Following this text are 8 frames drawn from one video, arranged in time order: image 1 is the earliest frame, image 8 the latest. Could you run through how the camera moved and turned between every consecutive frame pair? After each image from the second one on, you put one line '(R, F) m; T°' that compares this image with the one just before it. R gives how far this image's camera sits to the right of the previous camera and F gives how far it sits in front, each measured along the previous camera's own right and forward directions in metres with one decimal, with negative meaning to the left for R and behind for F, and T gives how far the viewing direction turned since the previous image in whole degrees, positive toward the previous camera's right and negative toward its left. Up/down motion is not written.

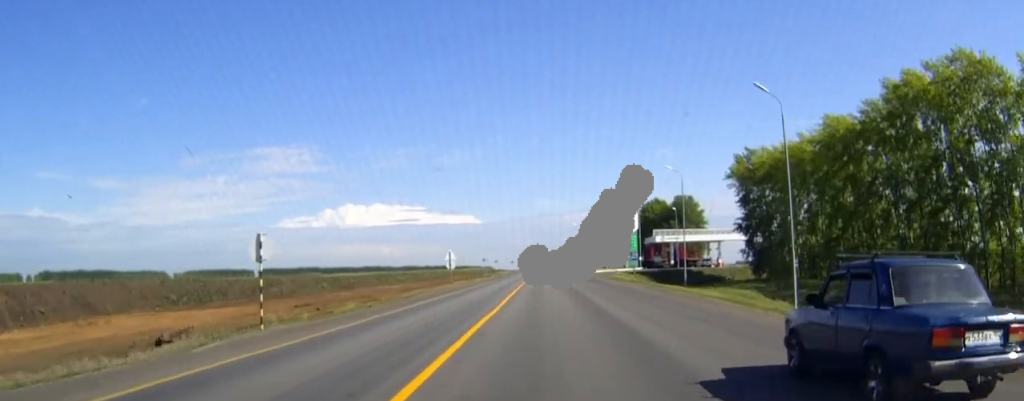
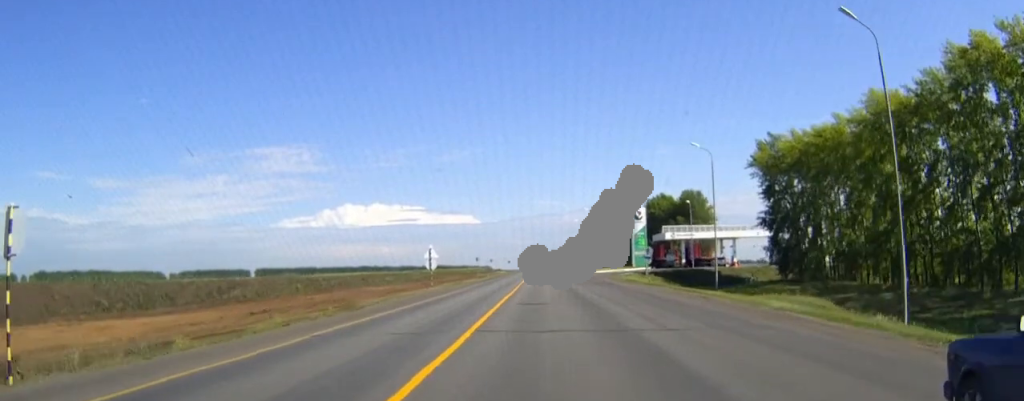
(0.0, +11.8) m; 0°
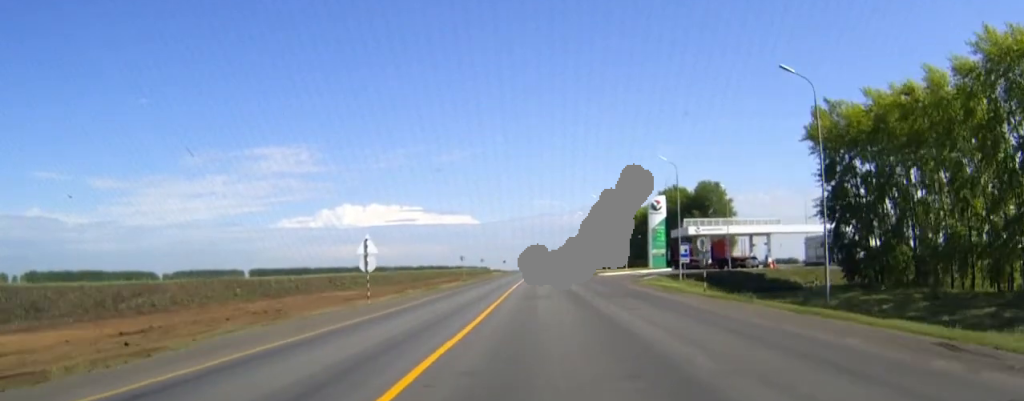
(0.0, +20.7) m; 0°
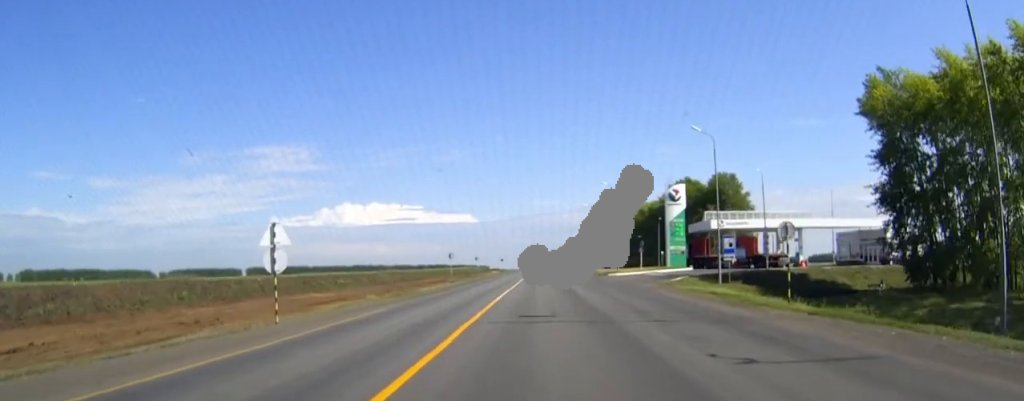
(0.0, +13.4) m; 0°
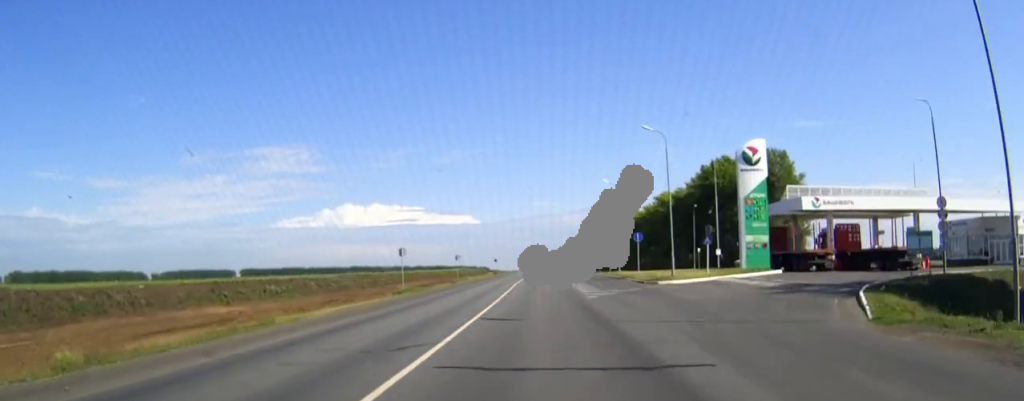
(-0.1, +31.5) m; 0°
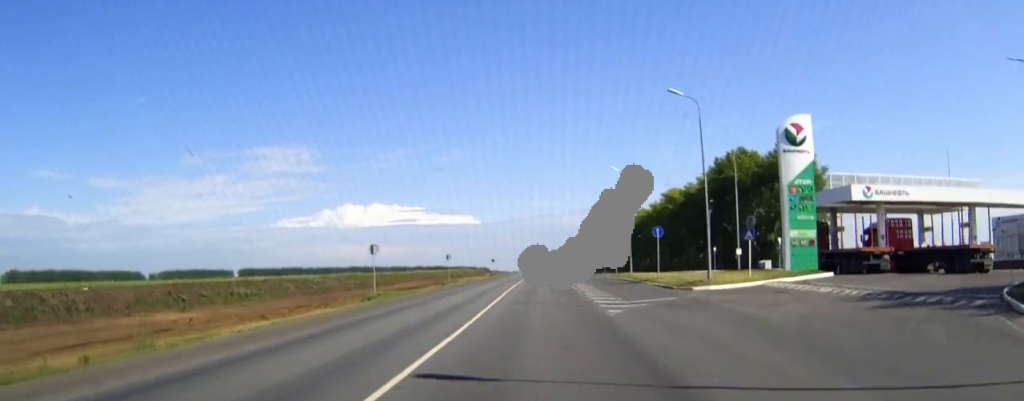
(0.0, +9.8) m; 0°
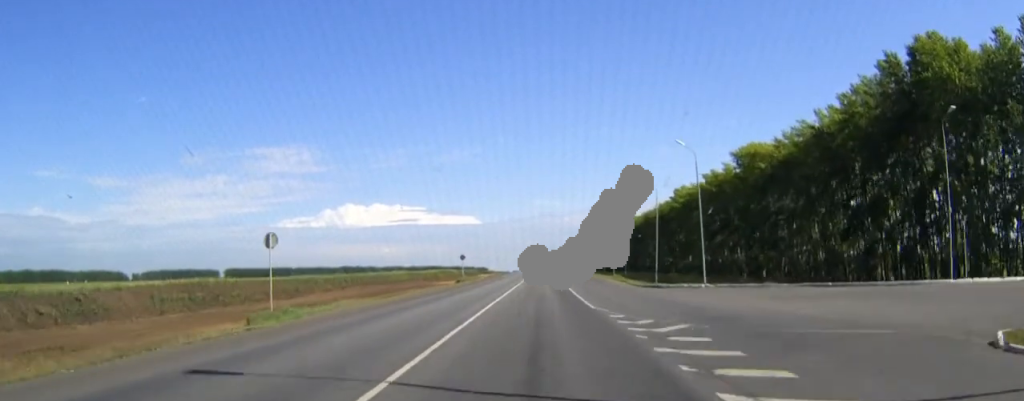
(-0.1, +61.0) m; 0°
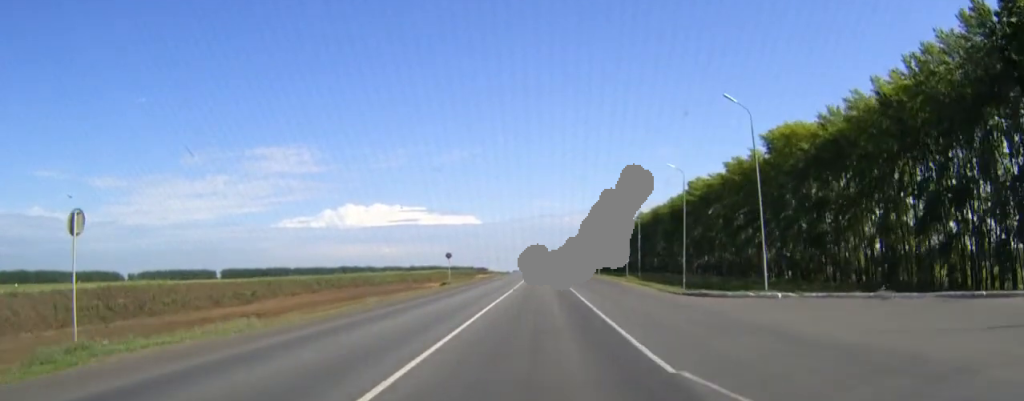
(0.0, +14.6) m; 0°
